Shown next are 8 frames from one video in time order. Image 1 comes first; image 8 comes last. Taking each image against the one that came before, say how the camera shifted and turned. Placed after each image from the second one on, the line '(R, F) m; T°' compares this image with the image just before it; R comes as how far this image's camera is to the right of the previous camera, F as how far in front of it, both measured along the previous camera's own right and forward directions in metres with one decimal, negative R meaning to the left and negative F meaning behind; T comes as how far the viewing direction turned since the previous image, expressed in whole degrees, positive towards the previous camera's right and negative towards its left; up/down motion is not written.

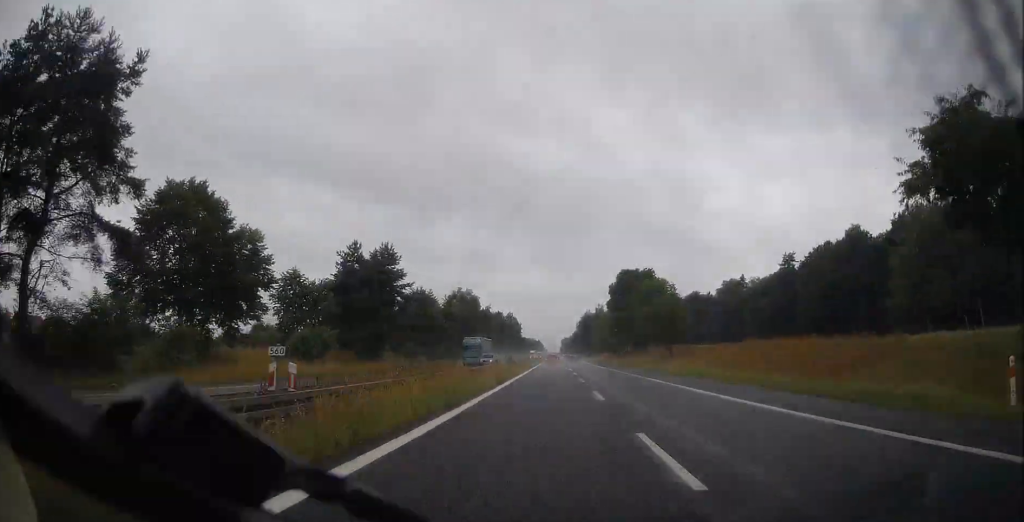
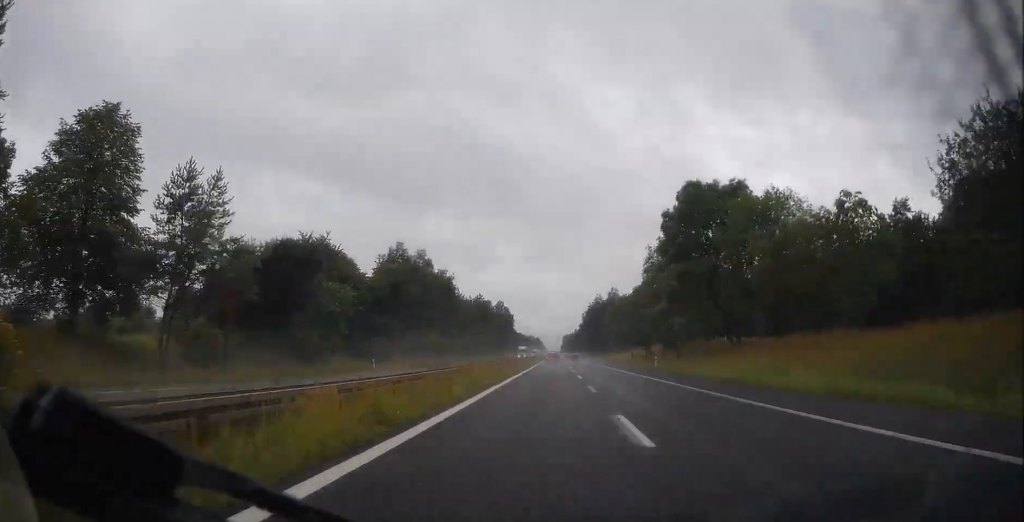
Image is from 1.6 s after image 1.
(-0.7, +57.0) m; -1°
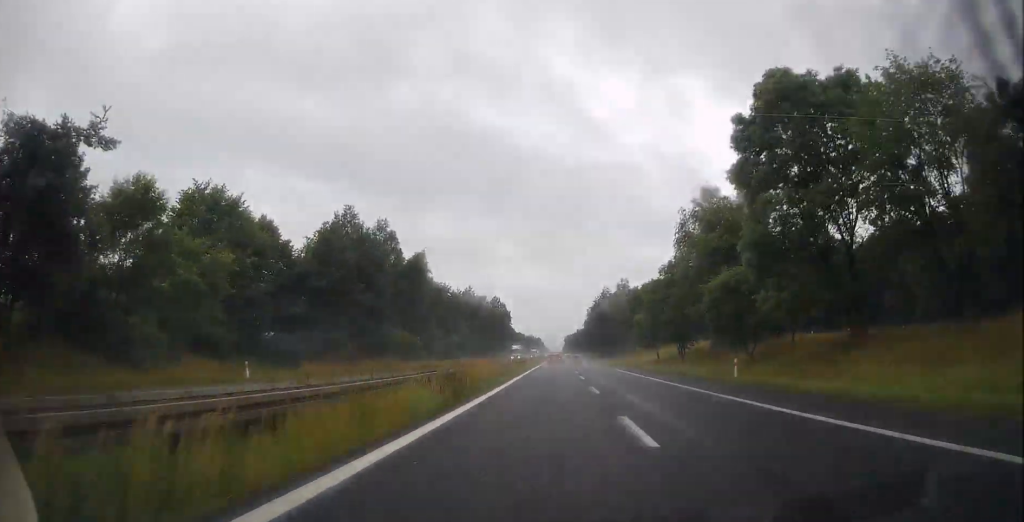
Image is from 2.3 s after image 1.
(0.0, +23.9) m; 0°
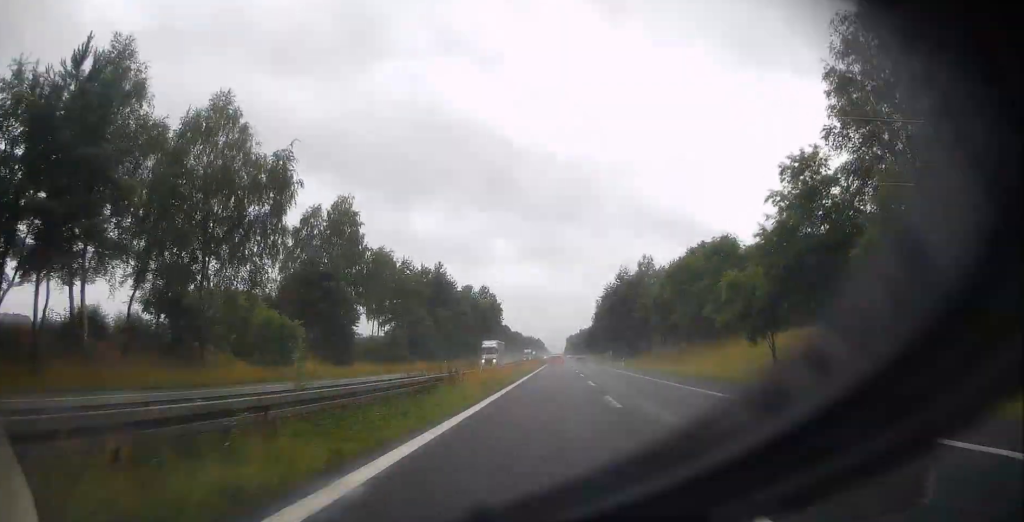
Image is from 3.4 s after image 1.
(0.0, +39.8) m; 0°
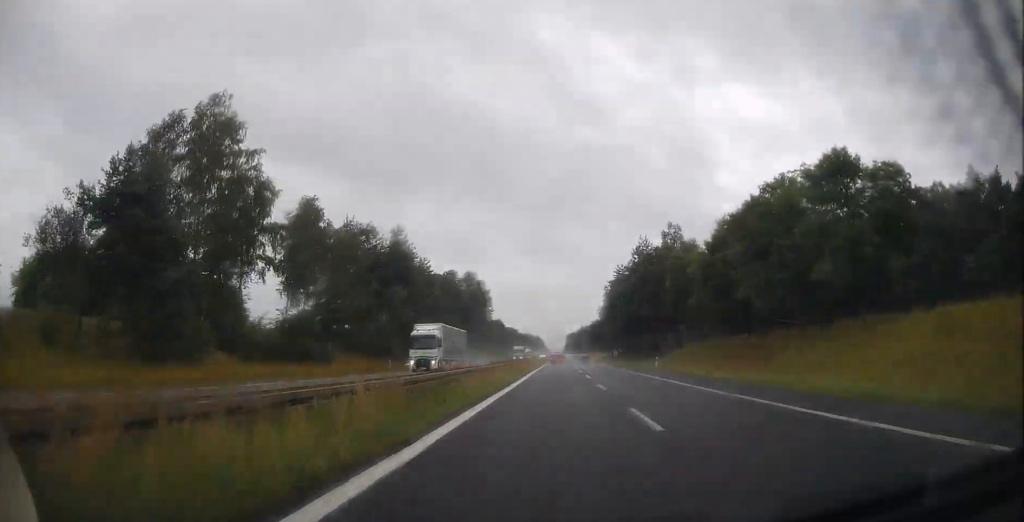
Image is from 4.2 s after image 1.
(0.0, +29.2) m; 0°
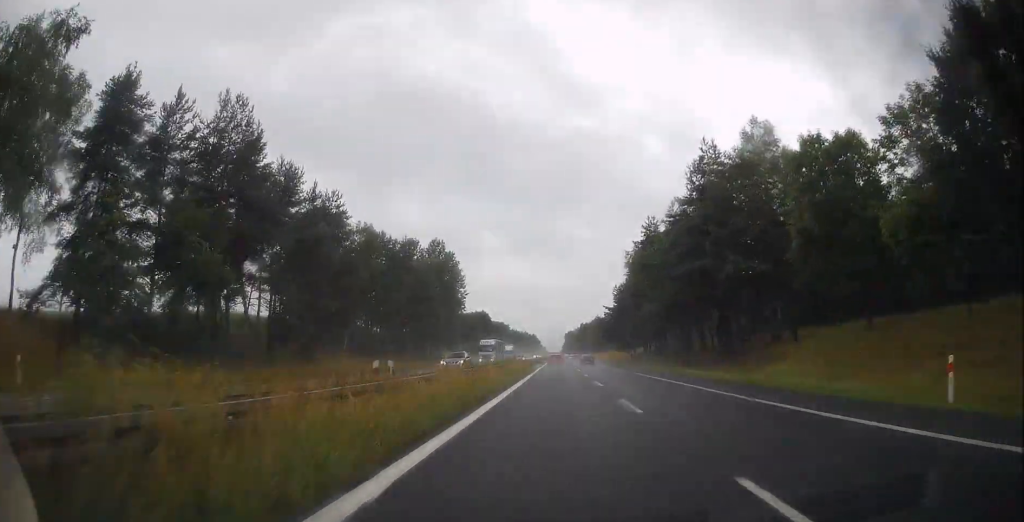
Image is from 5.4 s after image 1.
(0.0, +44.2) m; 0°
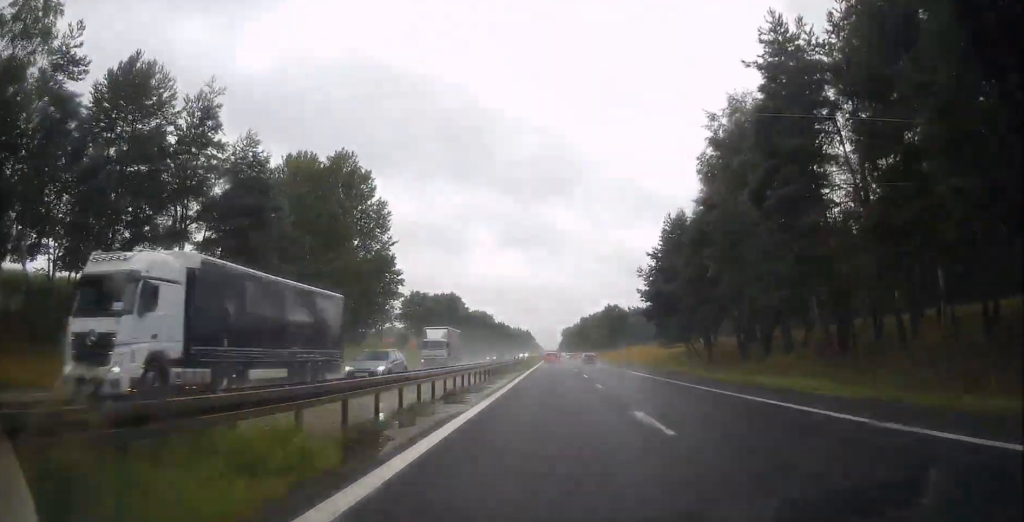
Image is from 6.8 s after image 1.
(0.0, +52.0) m; 0°
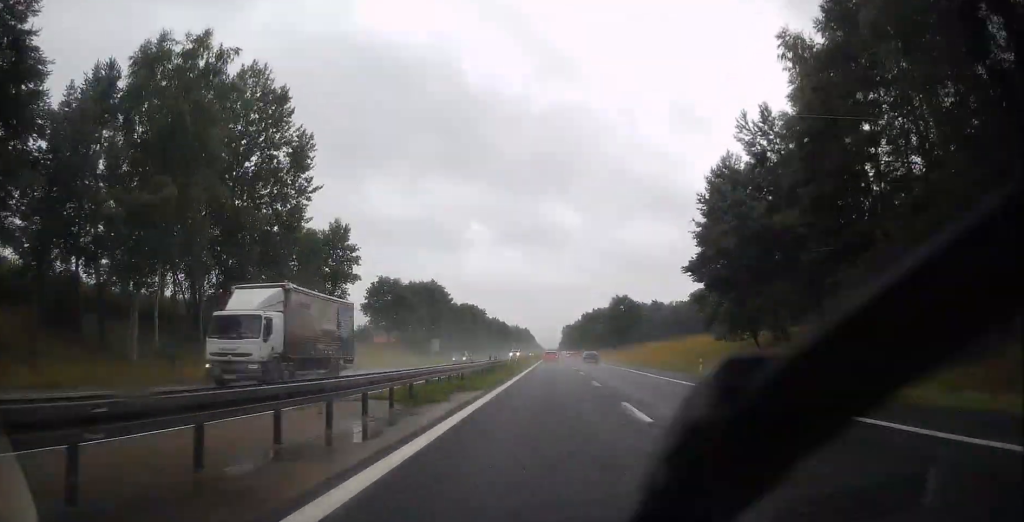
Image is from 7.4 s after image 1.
(0.0, +22.4) m; 0°
